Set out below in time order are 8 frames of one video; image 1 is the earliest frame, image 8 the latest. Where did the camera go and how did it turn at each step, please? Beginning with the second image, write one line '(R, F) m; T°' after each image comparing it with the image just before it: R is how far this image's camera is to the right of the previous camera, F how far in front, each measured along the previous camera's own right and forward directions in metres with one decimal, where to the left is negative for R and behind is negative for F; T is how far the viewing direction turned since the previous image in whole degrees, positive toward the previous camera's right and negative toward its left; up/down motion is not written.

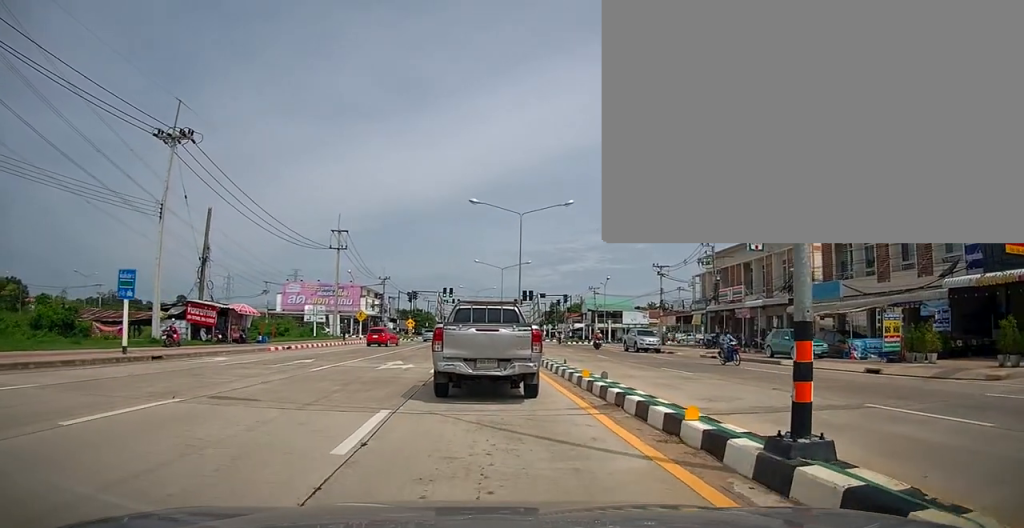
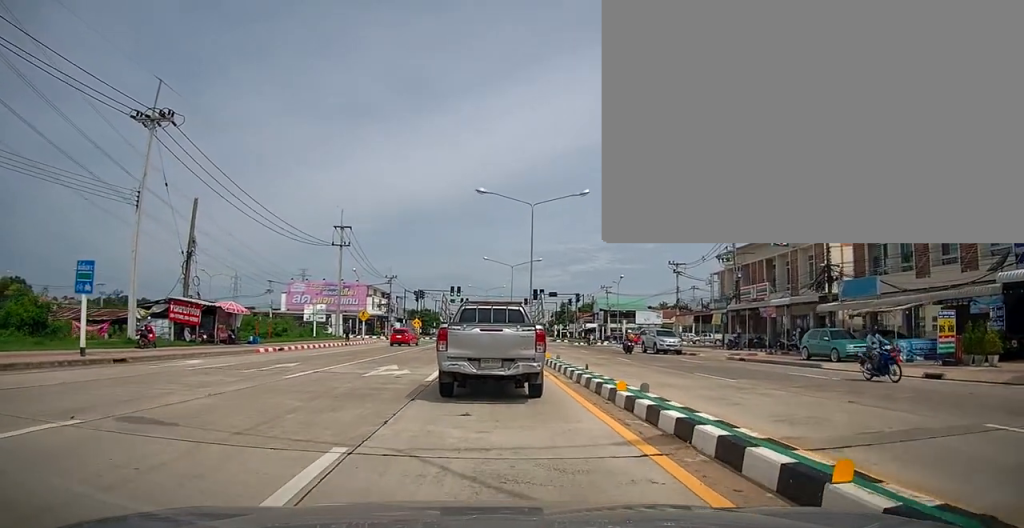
(-0.2, +2.6) m; -4°
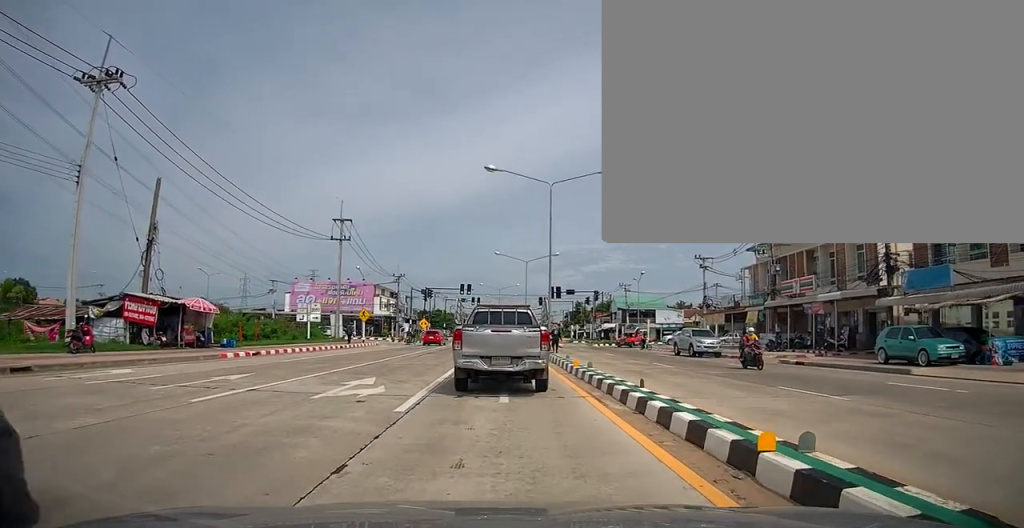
(0.0, +5.1) m; +1°
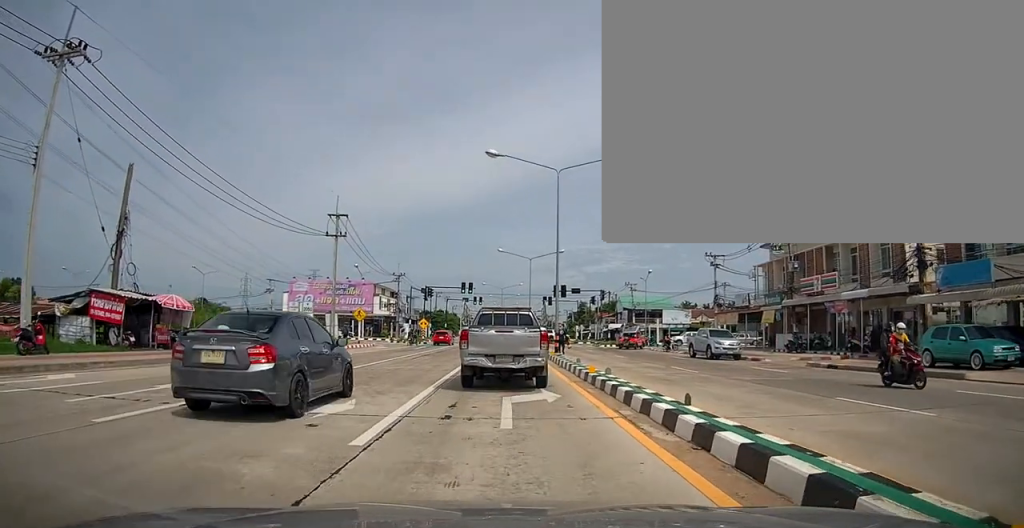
(0.0, +2.5) m; +1°
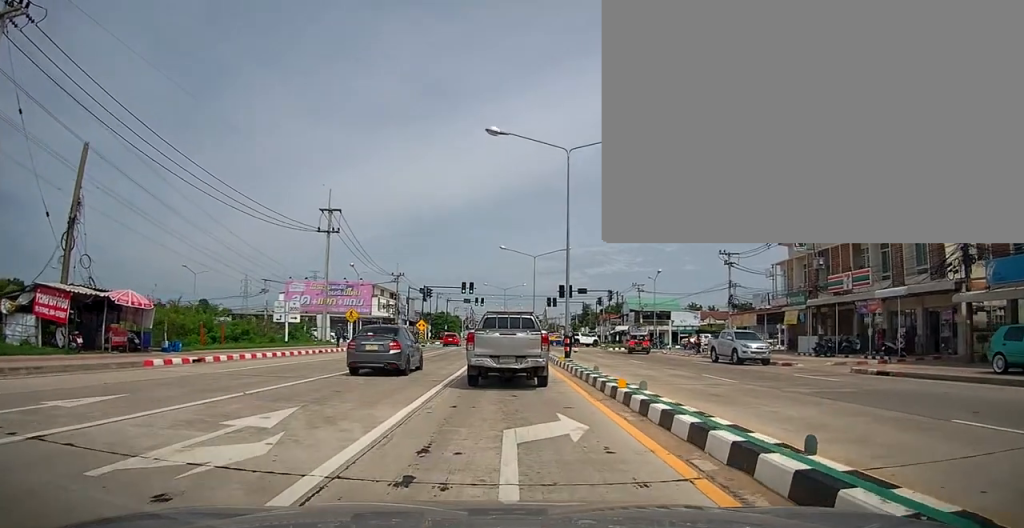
(+0.1, +3.2) m; -3°
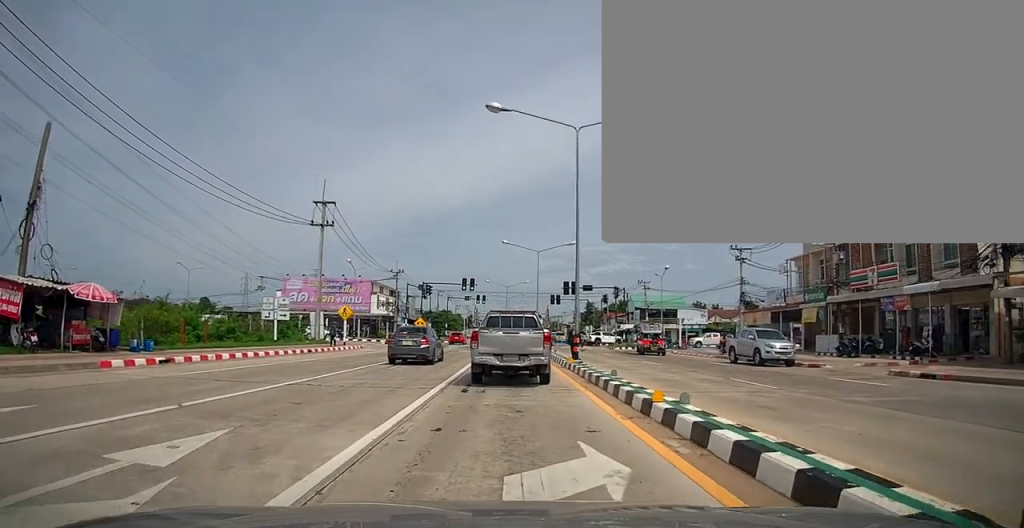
(0.0, +2.2) m; -2°
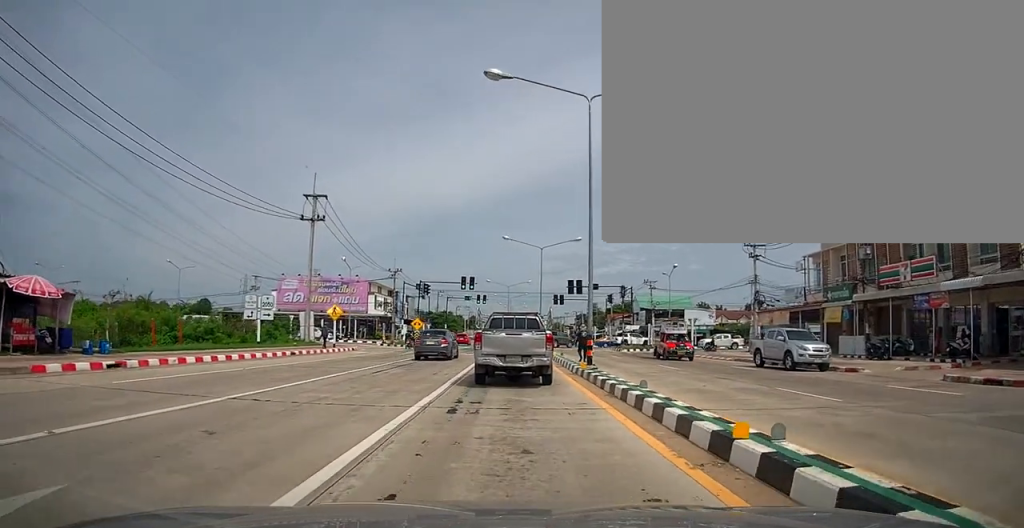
(-0.2, +2.8) m; -1°
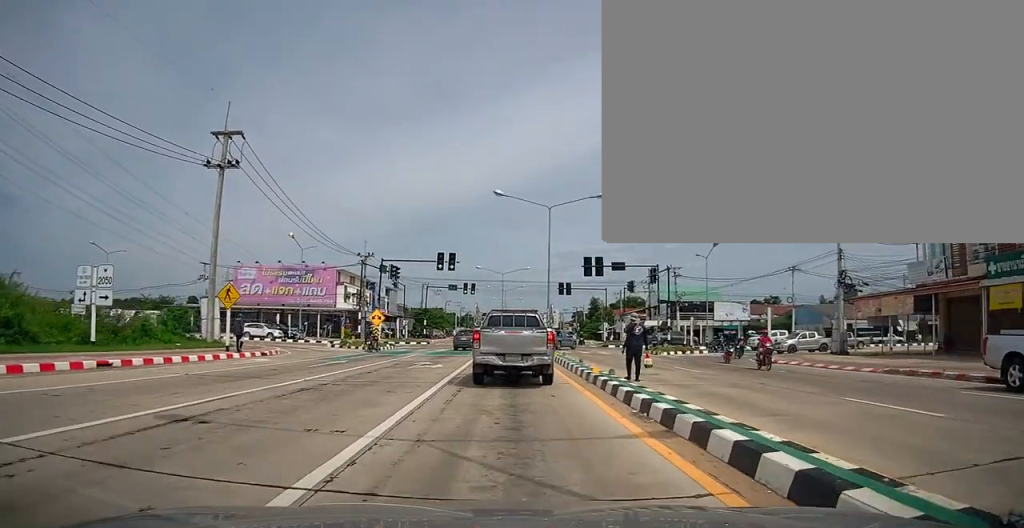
(+0.5, +14.3) m; +4°
